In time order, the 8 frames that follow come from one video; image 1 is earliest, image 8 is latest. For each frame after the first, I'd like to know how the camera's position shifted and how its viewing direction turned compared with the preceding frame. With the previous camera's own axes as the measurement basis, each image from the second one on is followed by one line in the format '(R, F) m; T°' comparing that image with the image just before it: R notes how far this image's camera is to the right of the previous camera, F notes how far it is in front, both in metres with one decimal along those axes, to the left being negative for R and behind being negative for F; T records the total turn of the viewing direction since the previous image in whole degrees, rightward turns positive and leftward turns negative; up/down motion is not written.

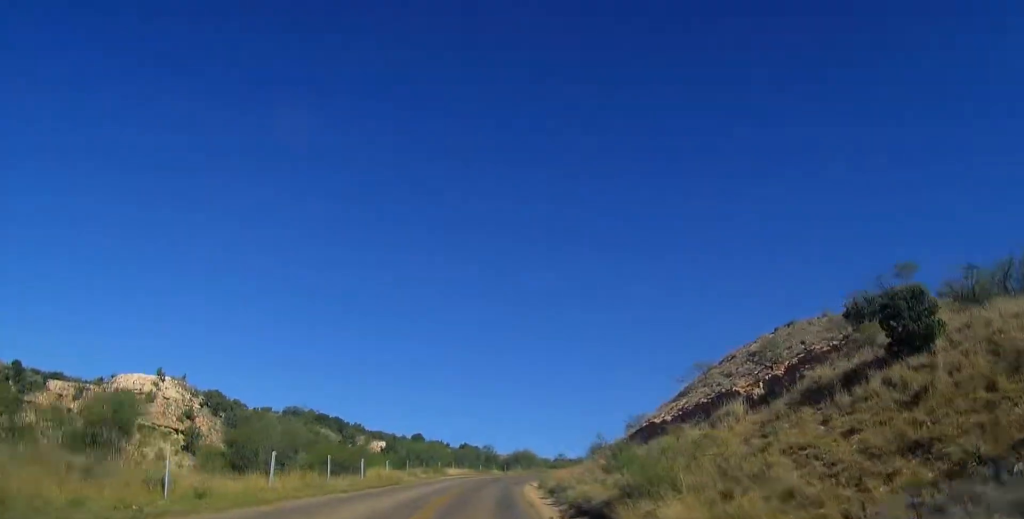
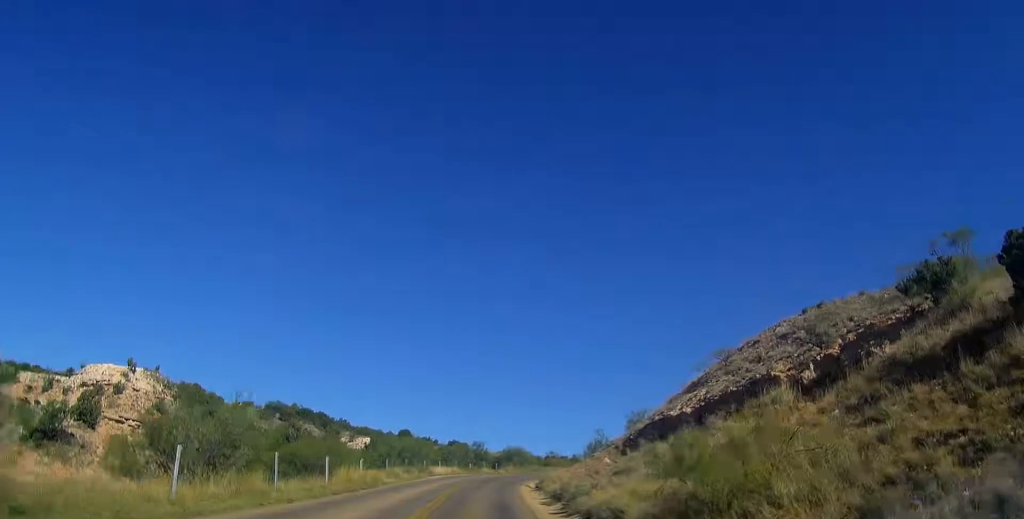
(+0.2, +5.2) m; +3°
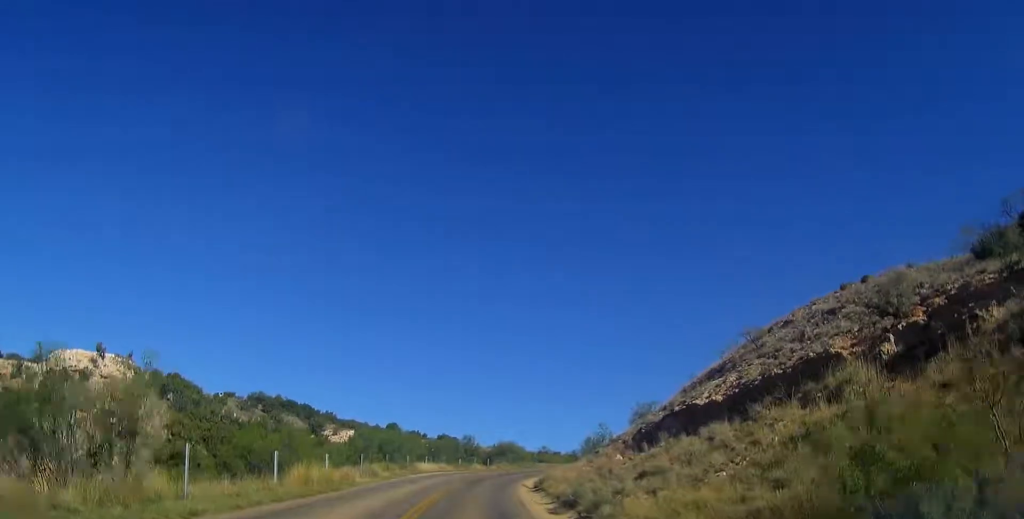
(+0.1, +5.1) m; -1°
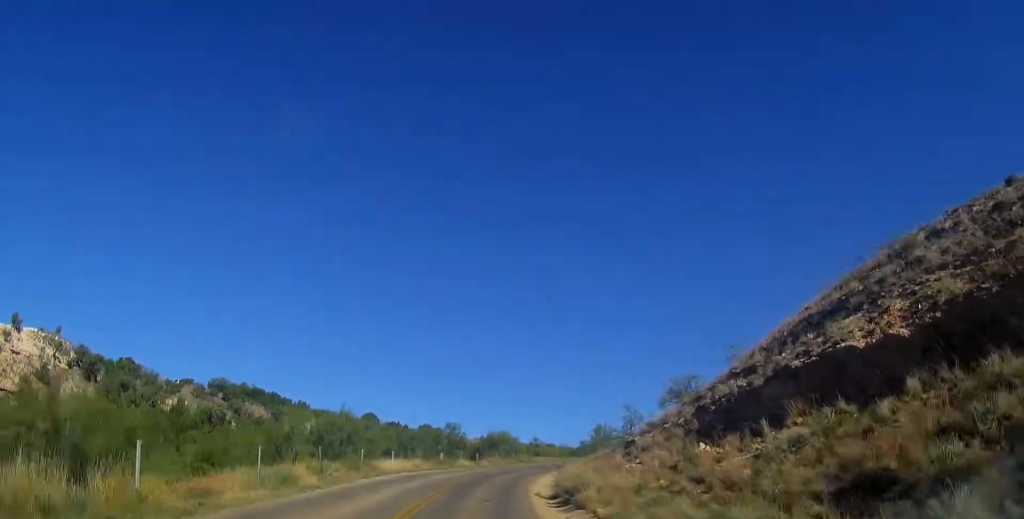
(-0.4, +13.8) m; -1°
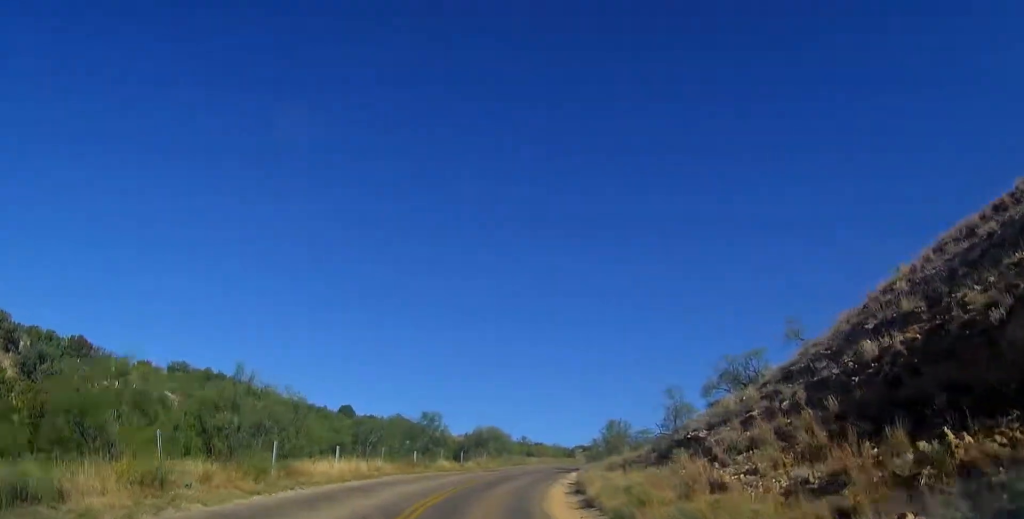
(+0.2, +11.7) m; +5°
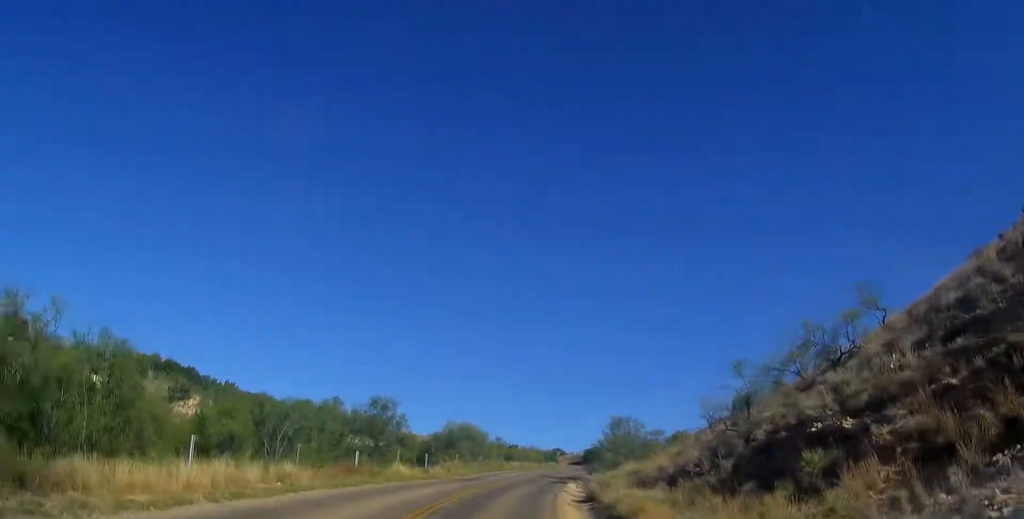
(+0.6, +10.3) m; +3°
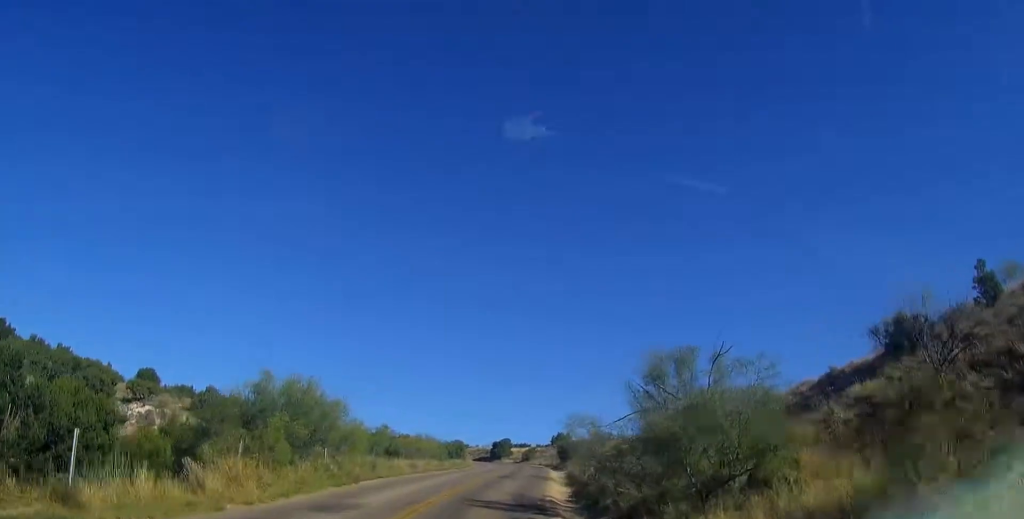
(+1.2, +25.5) m; +8°
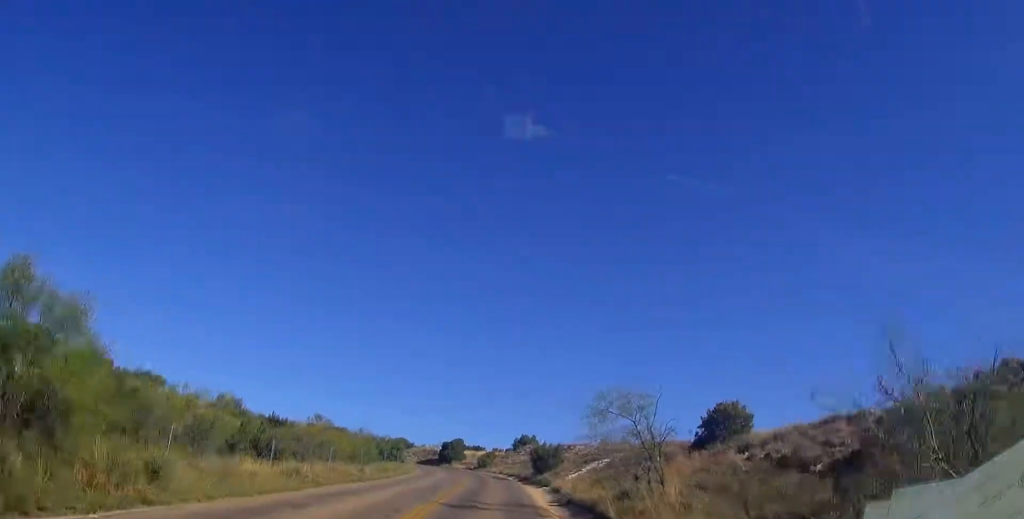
(+0.8, +16.6) m; +6°
